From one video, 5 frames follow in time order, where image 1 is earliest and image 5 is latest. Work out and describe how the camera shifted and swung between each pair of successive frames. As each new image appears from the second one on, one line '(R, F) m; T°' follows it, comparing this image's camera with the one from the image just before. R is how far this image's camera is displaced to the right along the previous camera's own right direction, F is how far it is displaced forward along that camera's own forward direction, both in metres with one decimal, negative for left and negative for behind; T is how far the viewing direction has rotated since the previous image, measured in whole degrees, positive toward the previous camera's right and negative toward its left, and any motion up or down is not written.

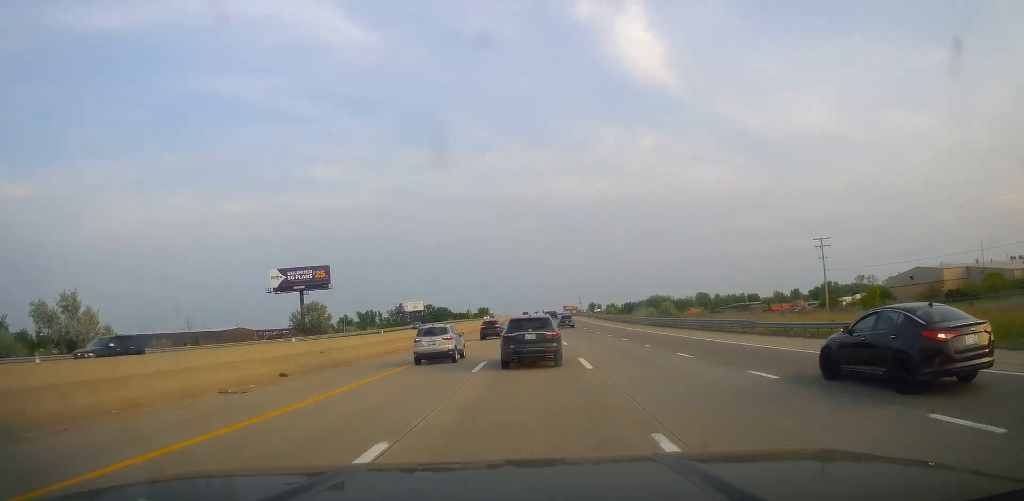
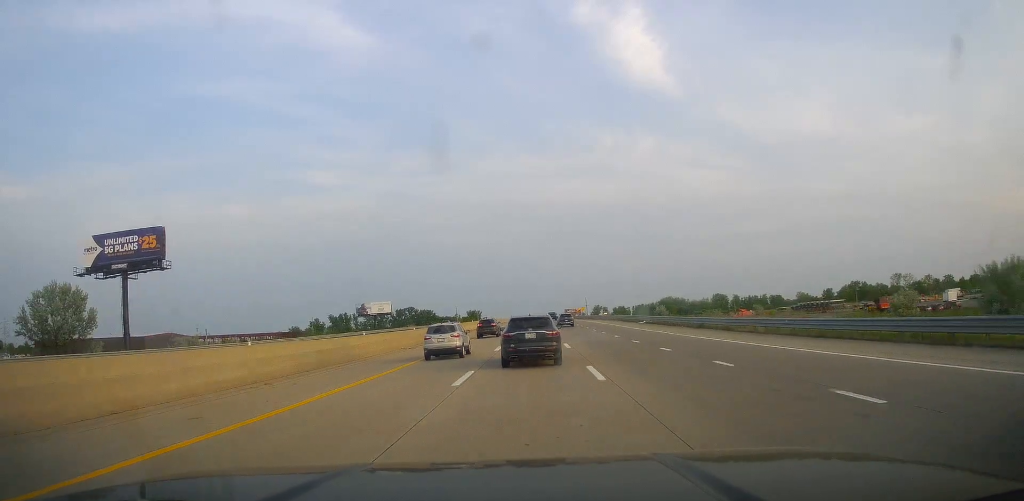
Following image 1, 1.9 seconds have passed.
(0.0, +65.3) m; 0°
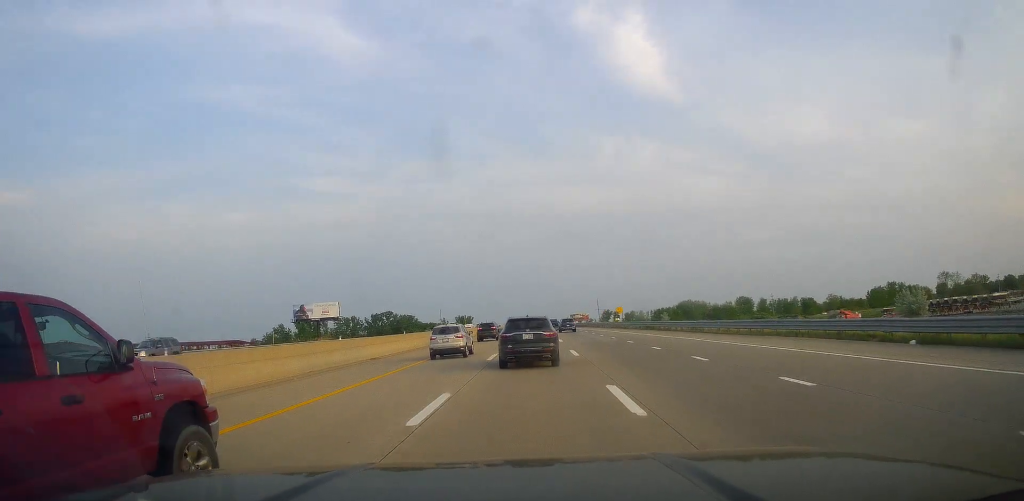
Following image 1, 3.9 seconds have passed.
(0.0, +66.5) m; 0°
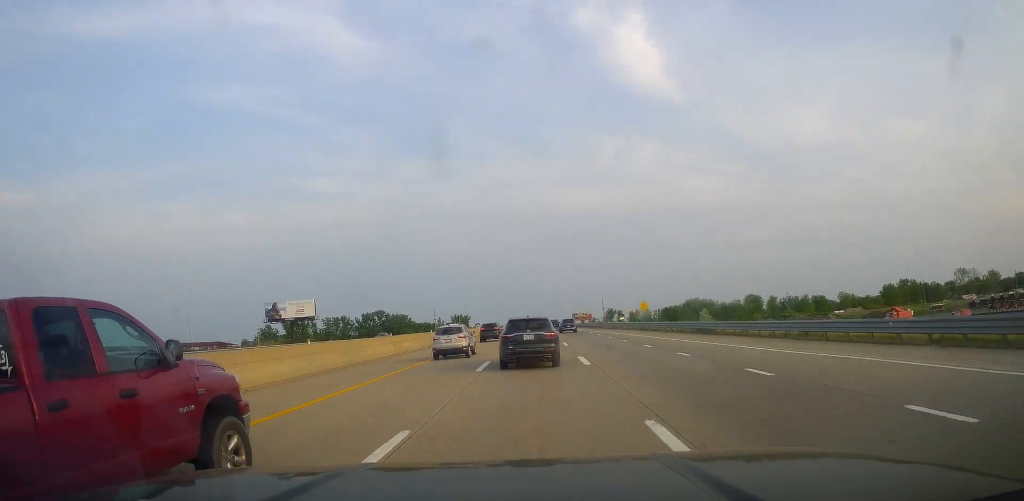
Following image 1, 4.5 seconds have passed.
(0.0, +20.3) m; -1°
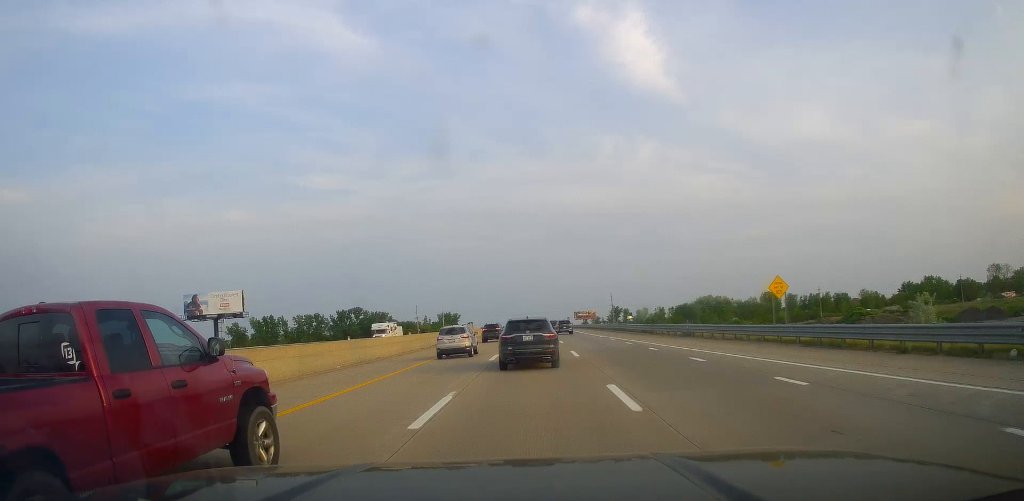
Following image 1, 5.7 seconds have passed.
(-0.7, +40.5) m; -1°
